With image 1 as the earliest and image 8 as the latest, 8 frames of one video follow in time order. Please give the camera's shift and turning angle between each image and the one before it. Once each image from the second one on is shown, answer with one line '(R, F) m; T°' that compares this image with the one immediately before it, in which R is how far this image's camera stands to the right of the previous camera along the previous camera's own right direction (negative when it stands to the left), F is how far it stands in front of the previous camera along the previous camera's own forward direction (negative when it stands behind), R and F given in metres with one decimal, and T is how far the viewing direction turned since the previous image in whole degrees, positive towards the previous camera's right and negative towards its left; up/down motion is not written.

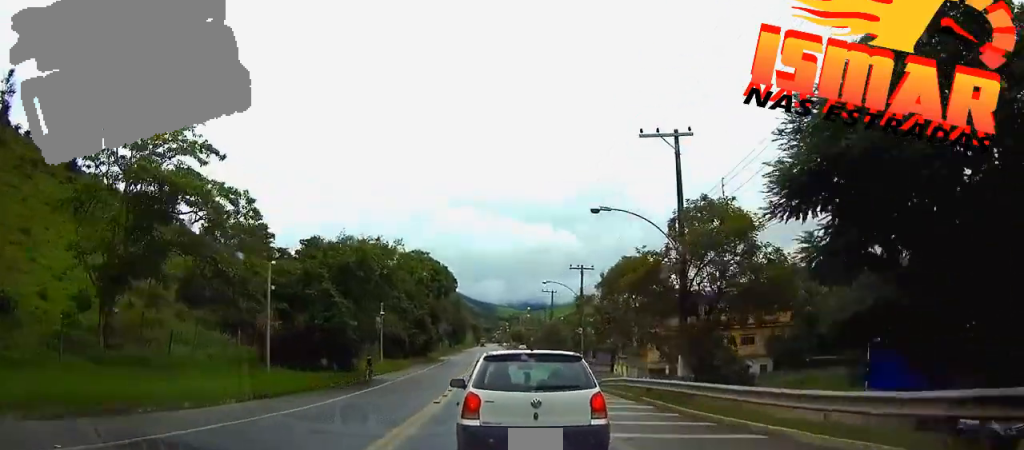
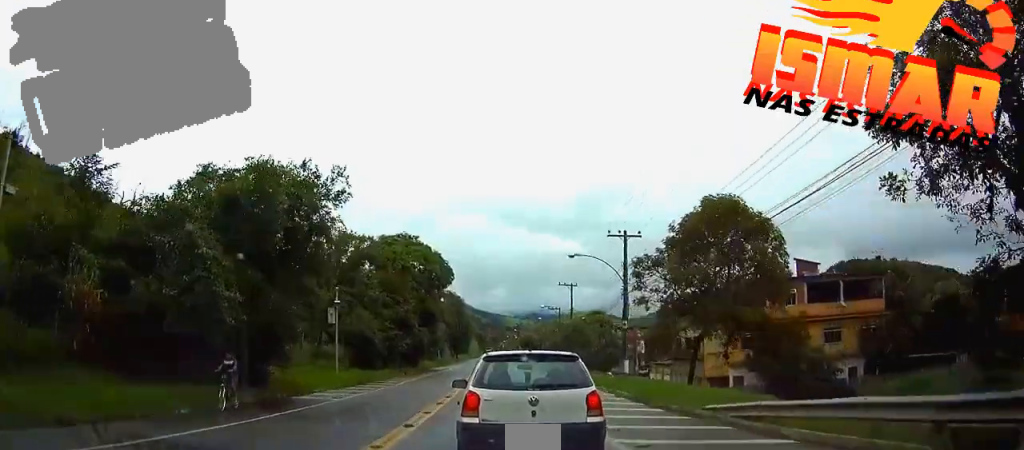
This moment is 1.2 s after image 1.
(-0.1, +16.7) m; 0°
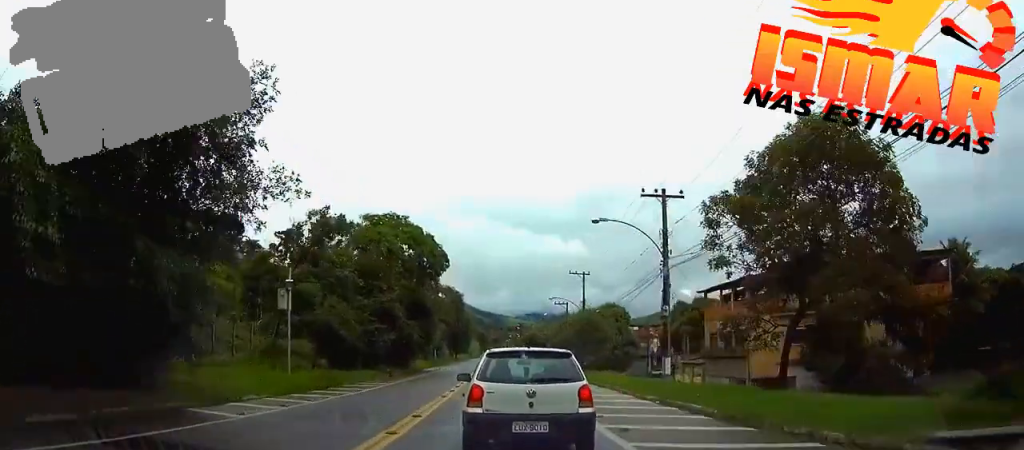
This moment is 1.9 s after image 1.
(0.0, +8.6) m; 0°
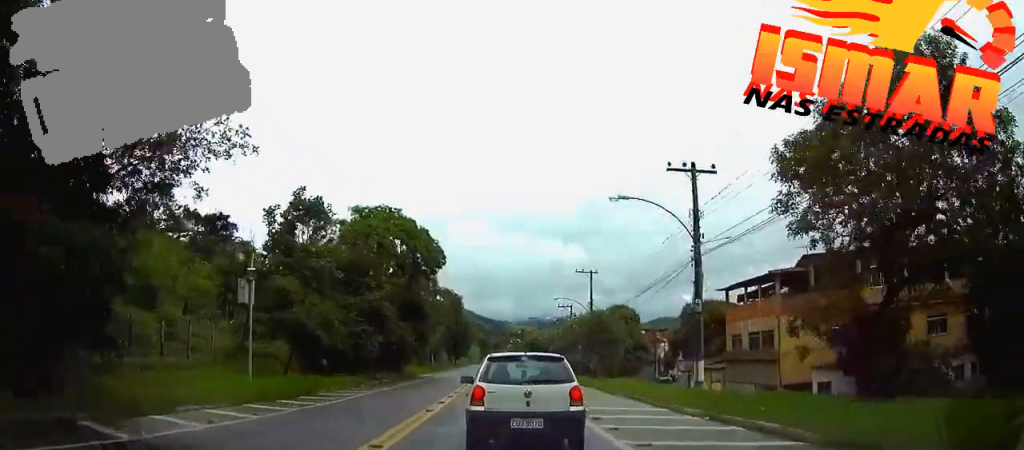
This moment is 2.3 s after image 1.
(0.0, +4.9) m; 0°
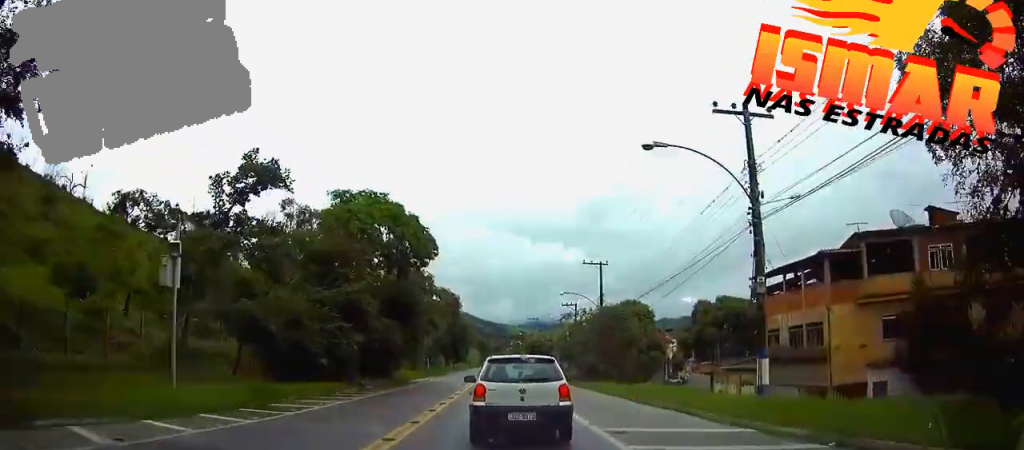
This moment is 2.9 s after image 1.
(0.0, +6.4) m; 0°
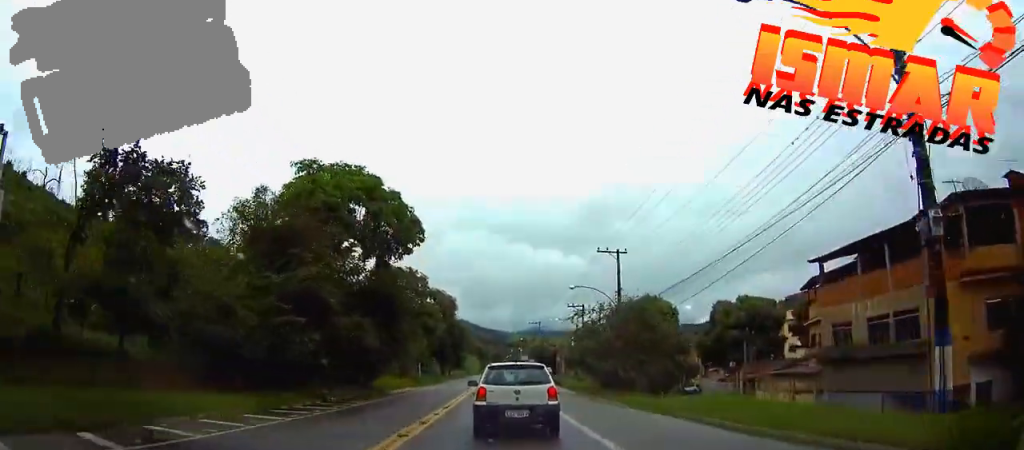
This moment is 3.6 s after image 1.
(0.0, +9.0) m; 0°
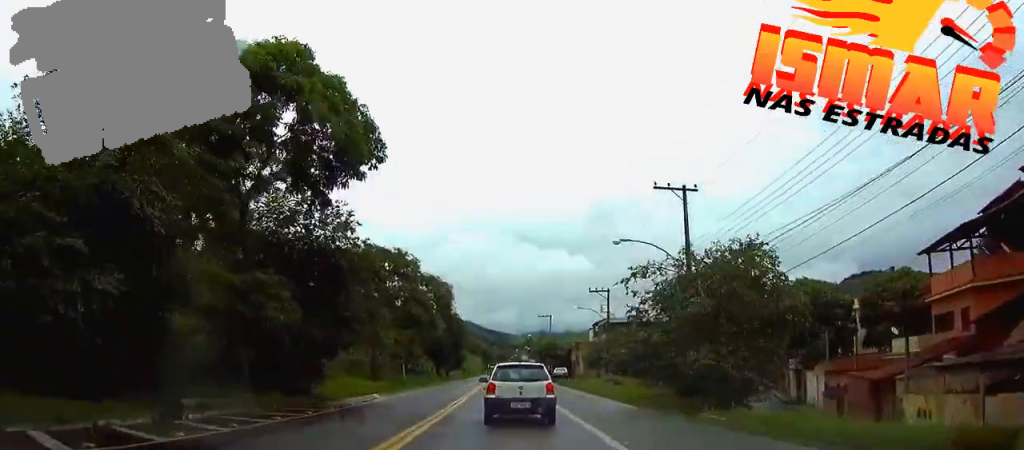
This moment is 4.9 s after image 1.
(0.0, +17.2) m; 0°
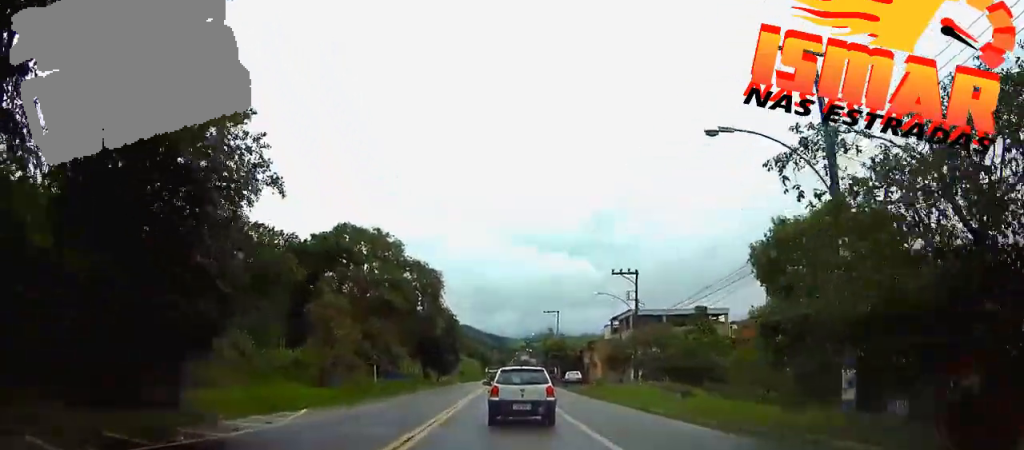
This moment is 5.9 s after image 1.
(0.0, +15.0) m; 0°
